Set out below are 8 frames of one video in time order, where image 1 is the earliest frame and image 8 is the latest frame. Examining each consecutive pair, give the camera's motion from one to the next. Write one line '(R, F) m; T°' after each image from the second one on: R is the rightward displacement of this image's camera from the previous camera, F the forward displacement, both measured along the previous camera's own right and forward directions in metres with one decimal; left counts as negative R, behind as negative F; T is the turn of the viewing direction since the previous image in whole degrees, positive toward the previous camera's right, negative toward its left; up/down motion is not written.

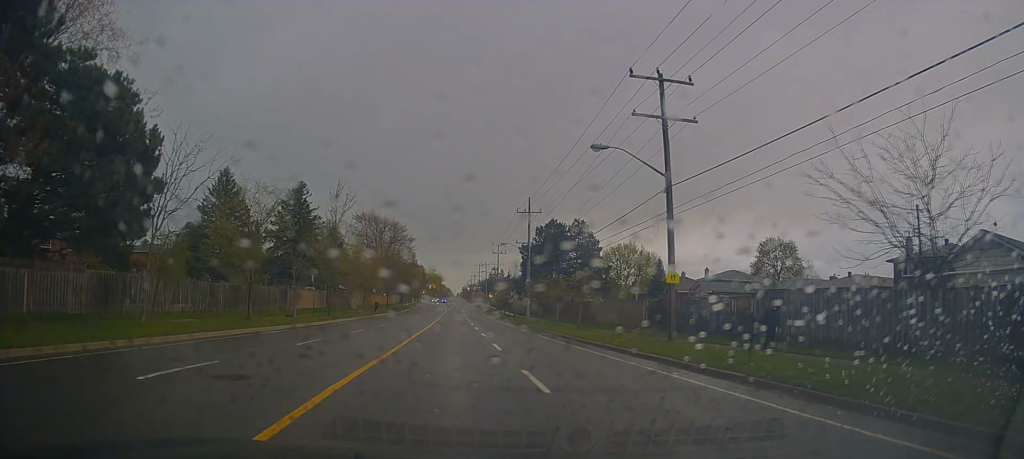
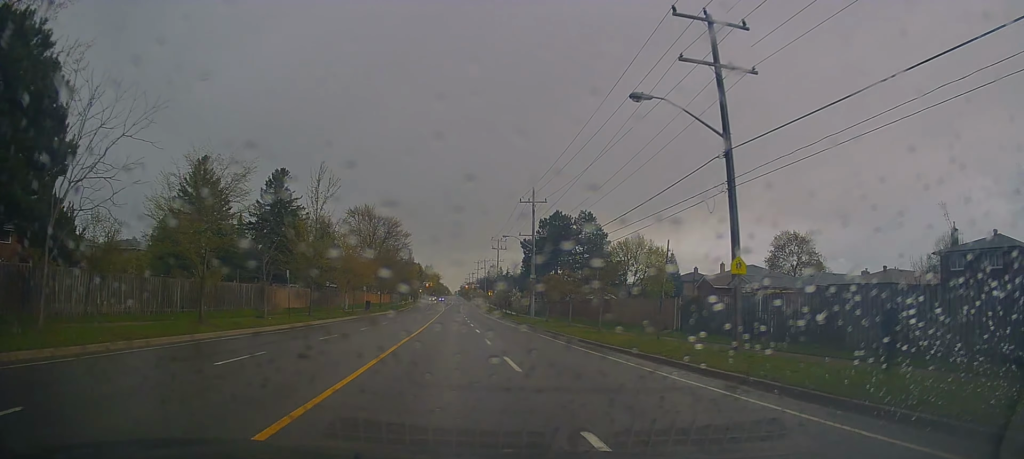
(-0.3, +6.0) m; -1°
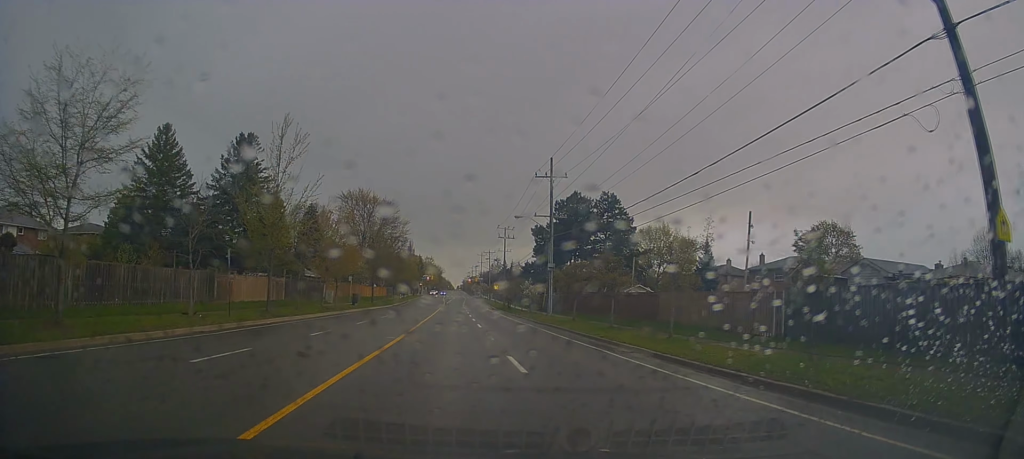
(+0.2, +10.1) m; 0°
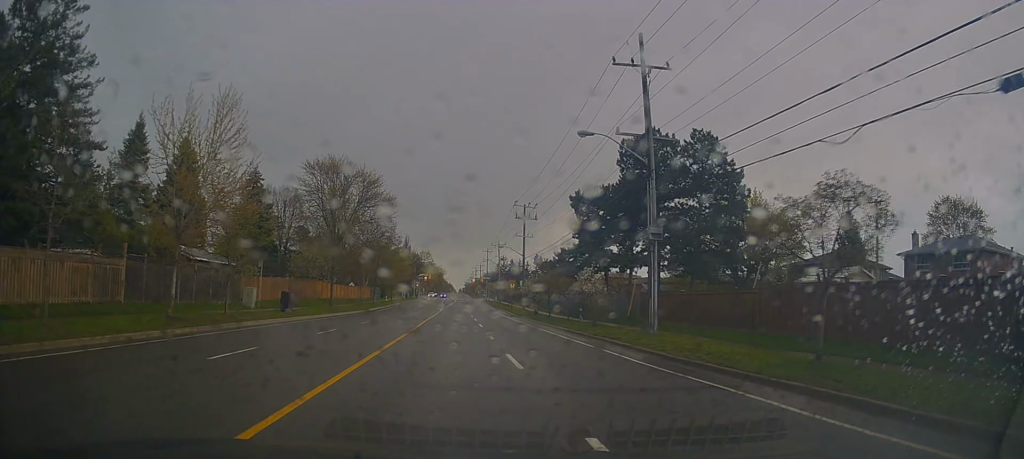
(+0.2, +26.3) m; +1°
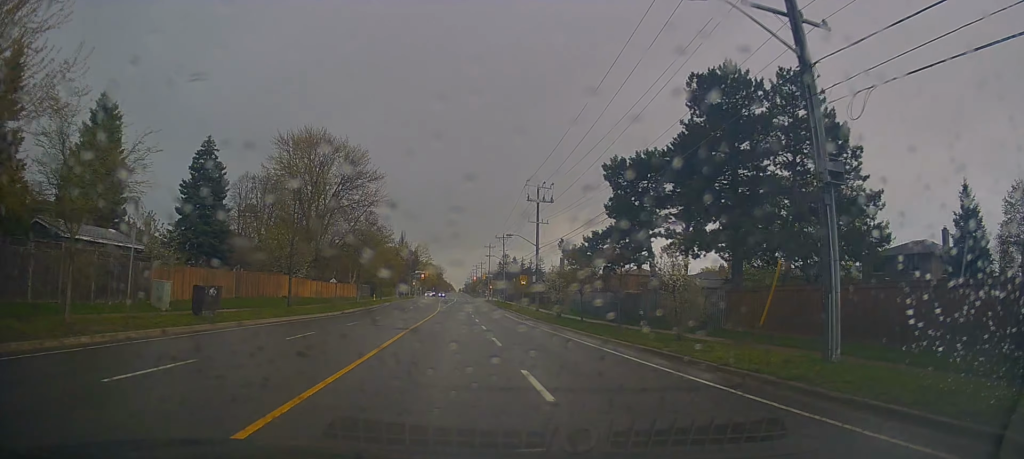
(+0.1, +12.1) m; 0°
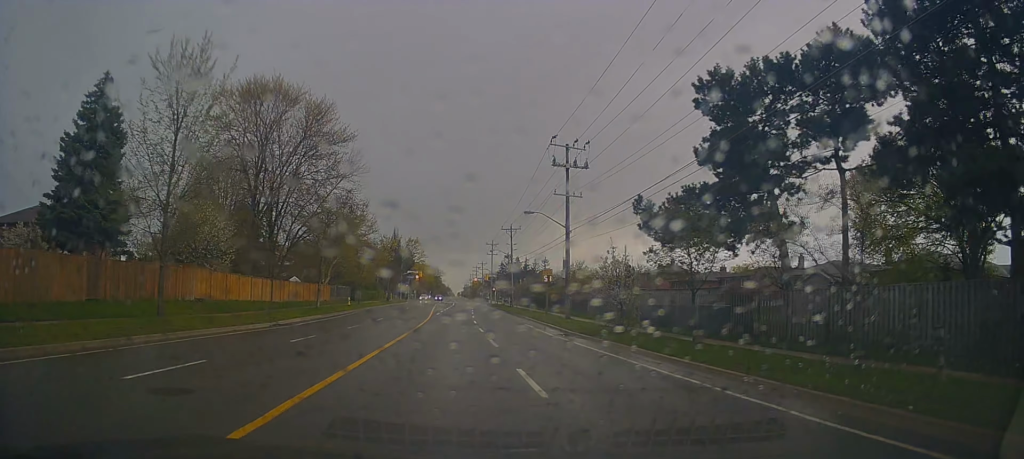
(-0.1, +17.2) m; +1°
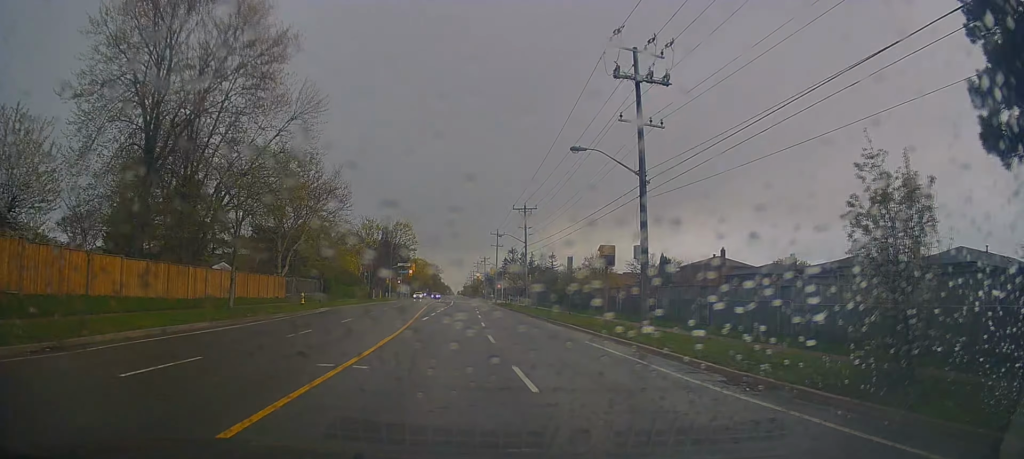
(-0.1, +18.2) m; -1°
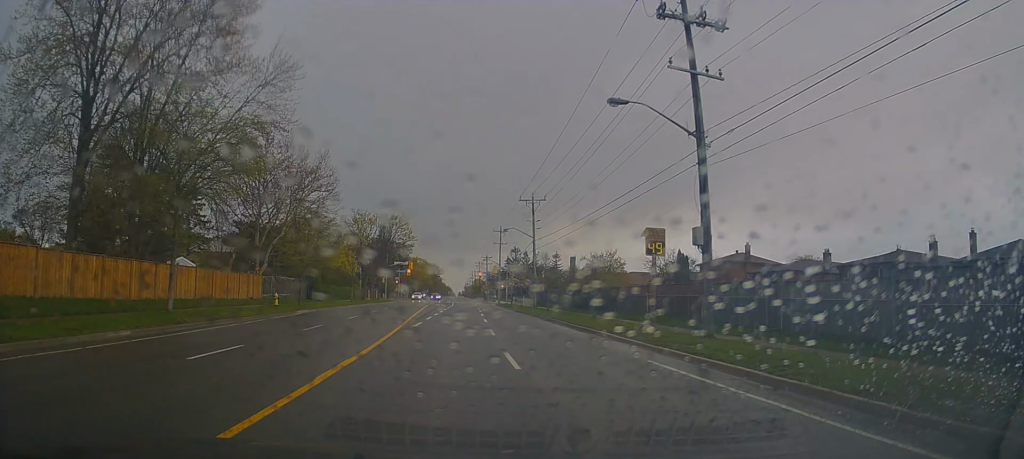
(-0.1, +6.8) m; 0°
